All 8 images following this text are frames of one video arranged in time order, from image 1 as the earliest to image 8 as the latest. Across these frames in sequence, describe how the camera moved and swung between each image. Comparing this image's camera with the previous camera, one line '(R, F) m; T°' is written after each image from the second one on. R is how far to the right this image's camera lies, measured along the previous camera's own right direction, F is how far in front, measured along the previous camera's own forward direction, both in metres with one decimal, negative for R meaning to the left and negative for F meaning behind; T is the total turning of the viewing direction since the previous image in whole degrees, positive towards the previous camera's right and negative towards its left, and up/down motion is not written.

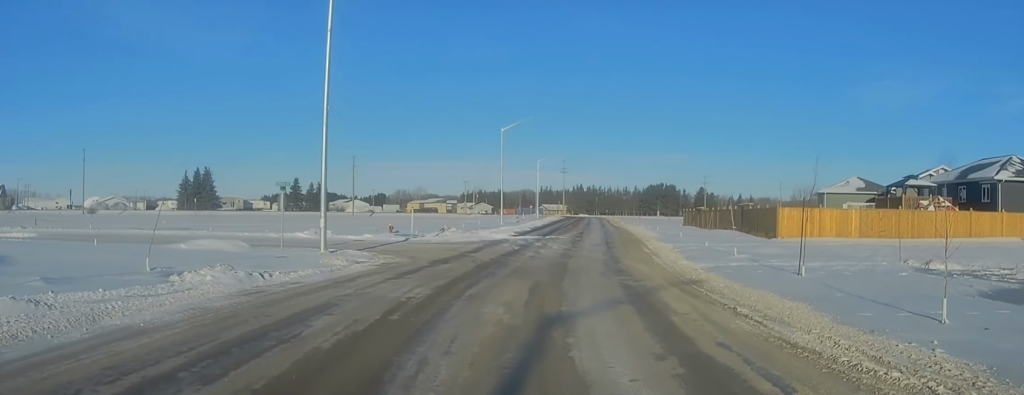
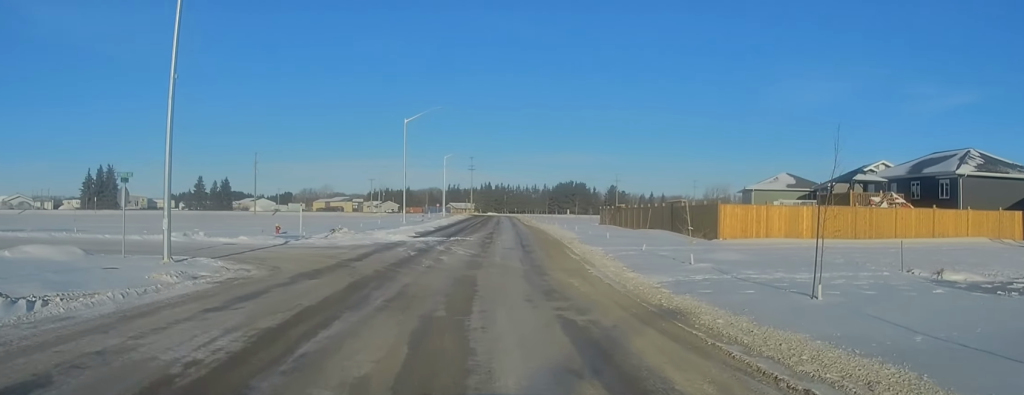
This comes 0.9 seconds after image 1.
(+0.6, +5.8) m; +5°
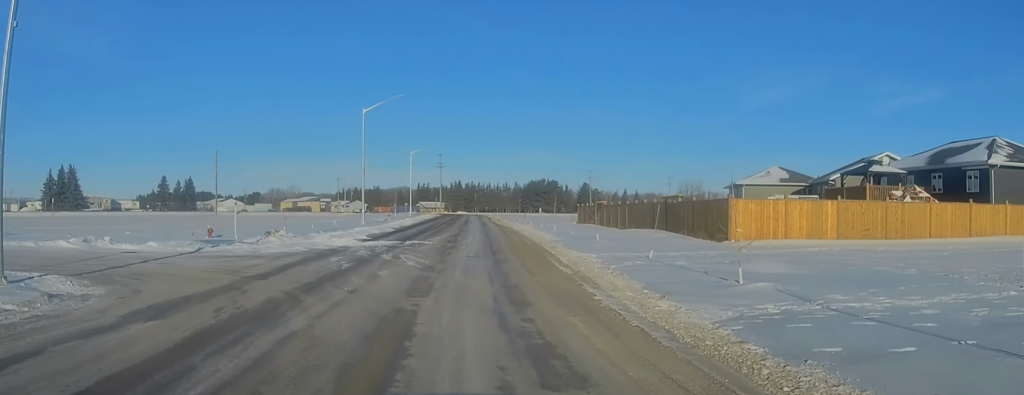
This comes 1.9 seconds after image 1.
(+0.1, +6.4) m; +4°
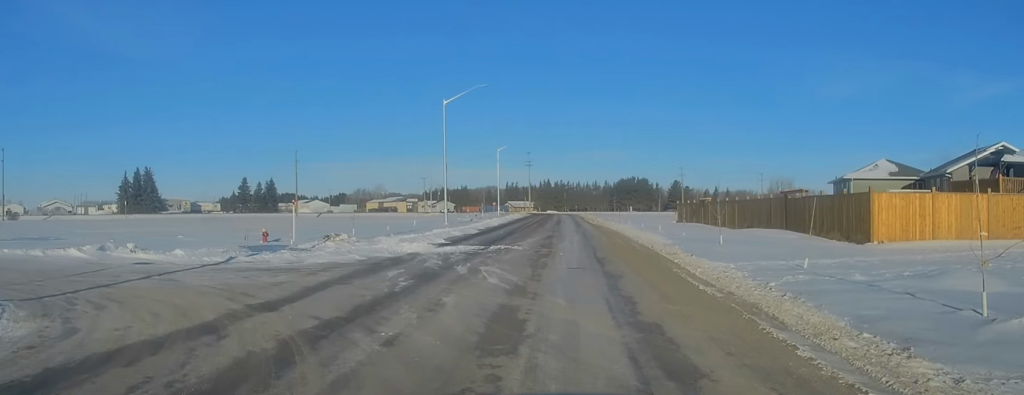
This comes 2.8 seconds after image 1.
(+0.3, +5.1) m; -6°
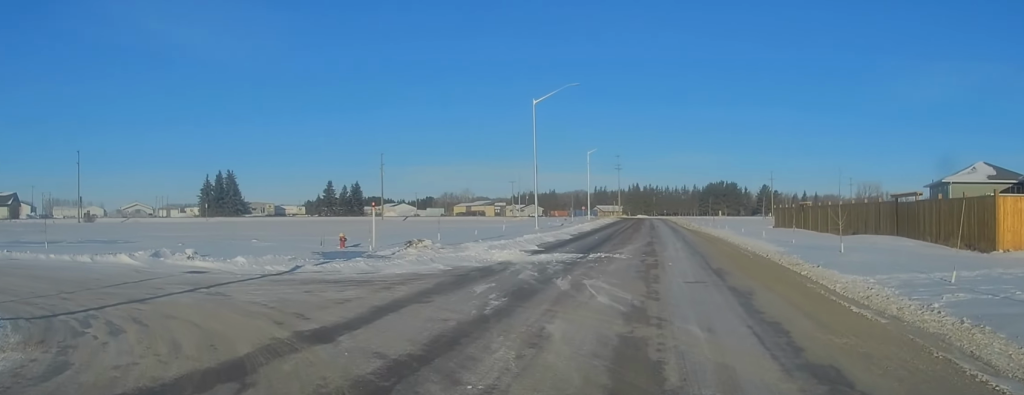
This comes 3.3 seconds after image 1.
(-0.1, +2.4) m; -6°
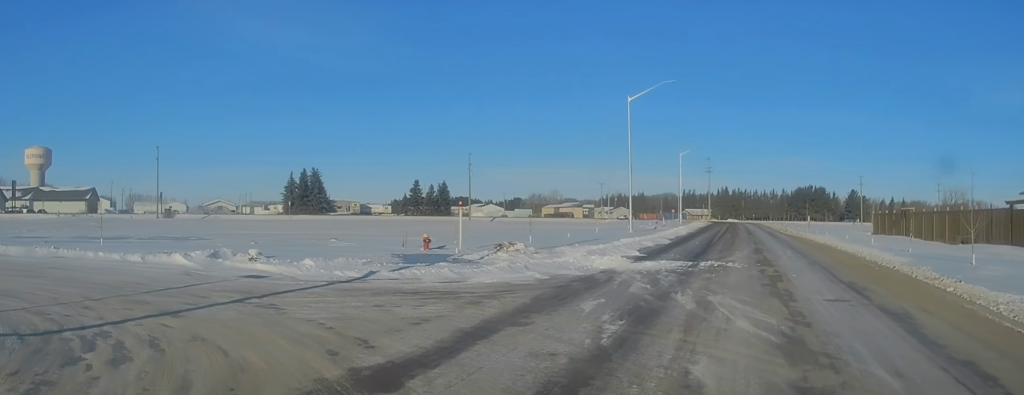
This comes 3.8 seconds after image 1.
(-0.3, +2.4) m; -8°
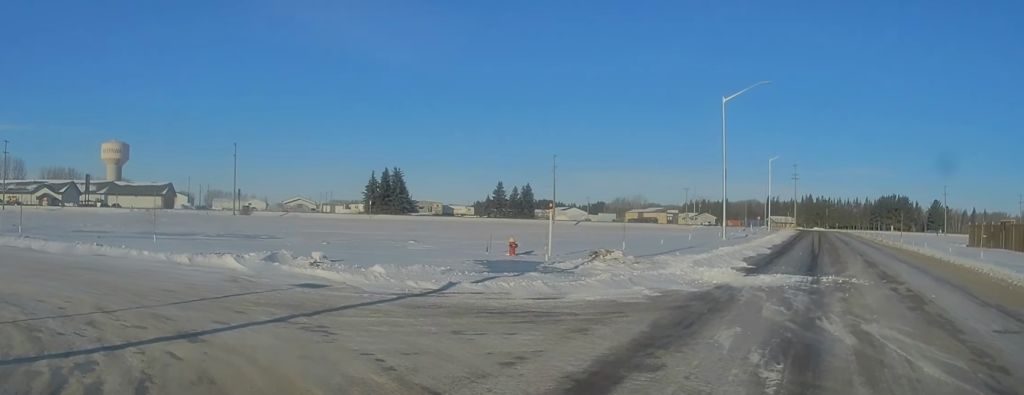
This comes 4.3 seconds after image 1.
(-0.2, +2.4) m; -7°
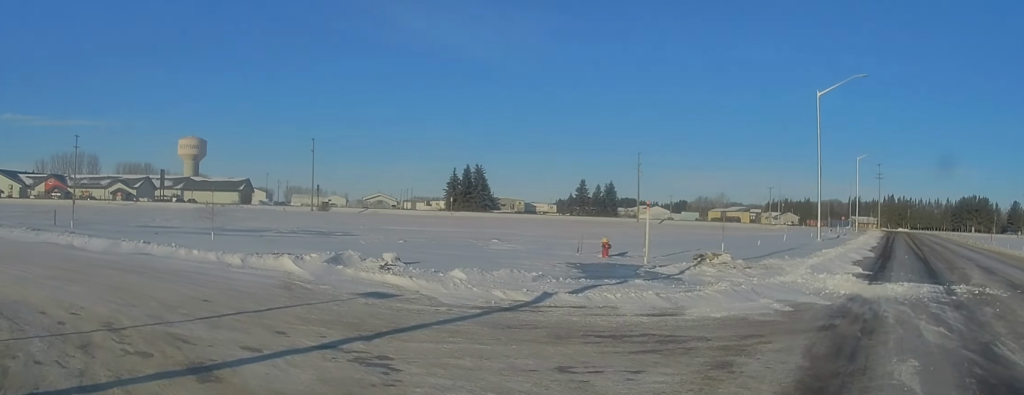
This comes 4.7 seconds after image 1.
(-0.1, +2.2) m; -5°
